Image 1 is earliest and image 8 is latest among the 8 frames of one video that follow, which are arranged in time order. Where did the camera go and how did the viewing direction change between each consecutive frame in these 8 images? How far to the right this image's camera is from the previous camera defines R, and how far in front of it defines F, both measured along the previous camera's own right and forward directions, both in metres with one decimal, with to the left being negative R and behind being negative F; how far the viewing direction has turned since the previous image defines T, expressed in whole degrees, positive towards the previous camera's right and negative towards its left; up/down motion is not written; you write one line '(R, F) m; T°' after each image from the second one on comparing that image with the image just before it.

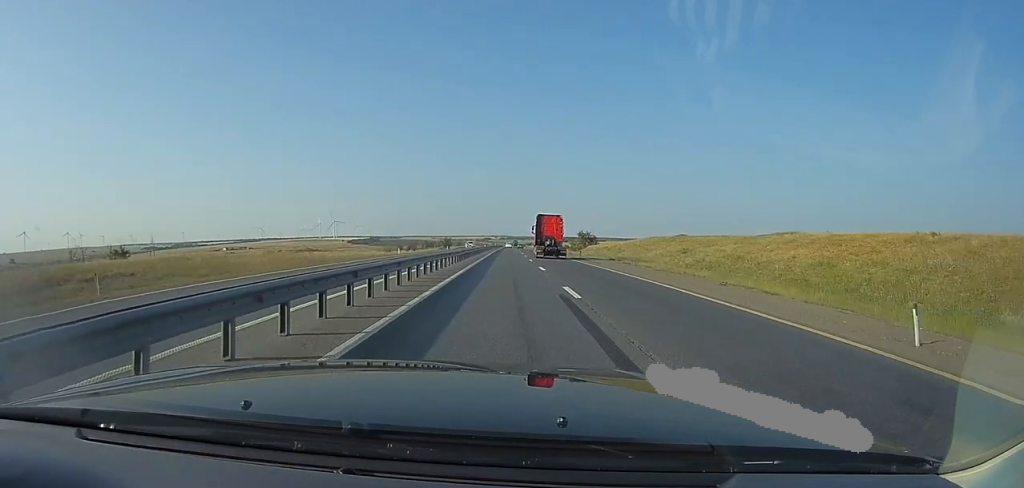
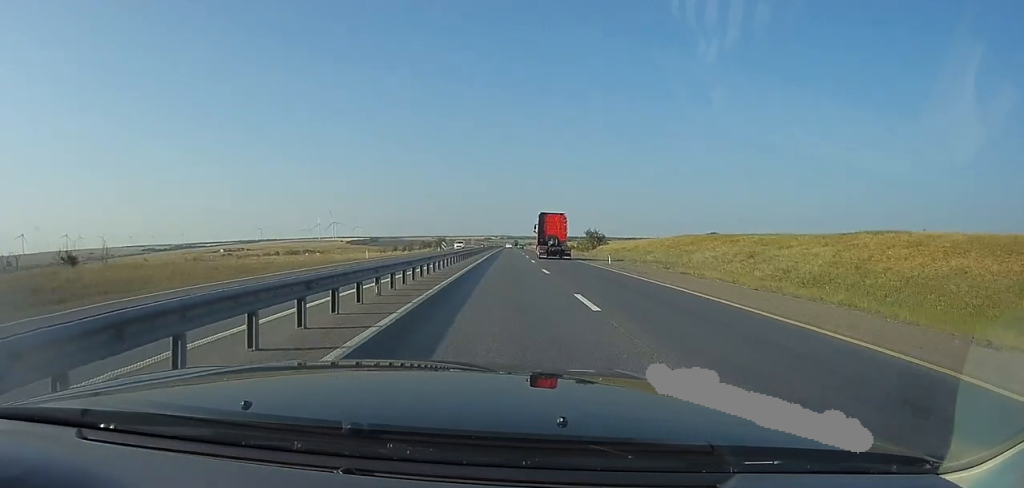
(+0.1, +15.0) m; +1°
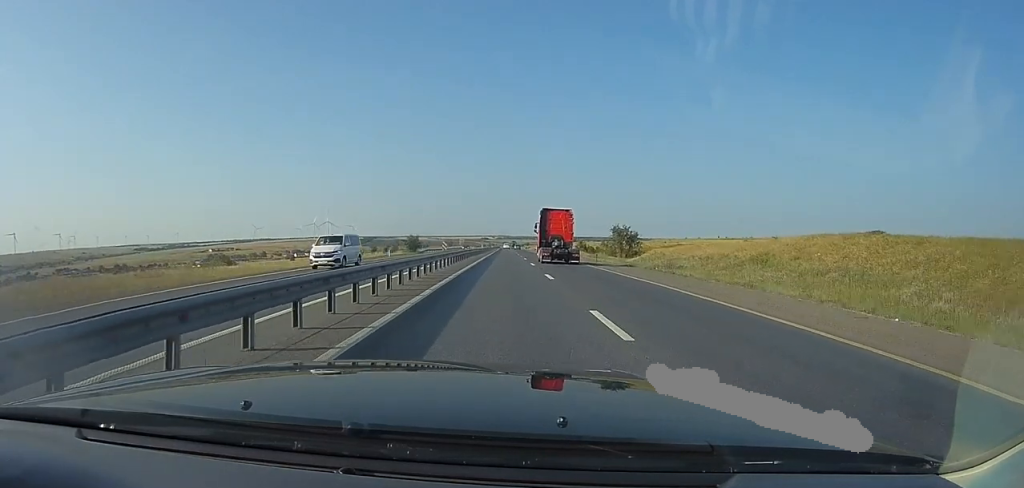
(+0.4, +38.7) m; 0°
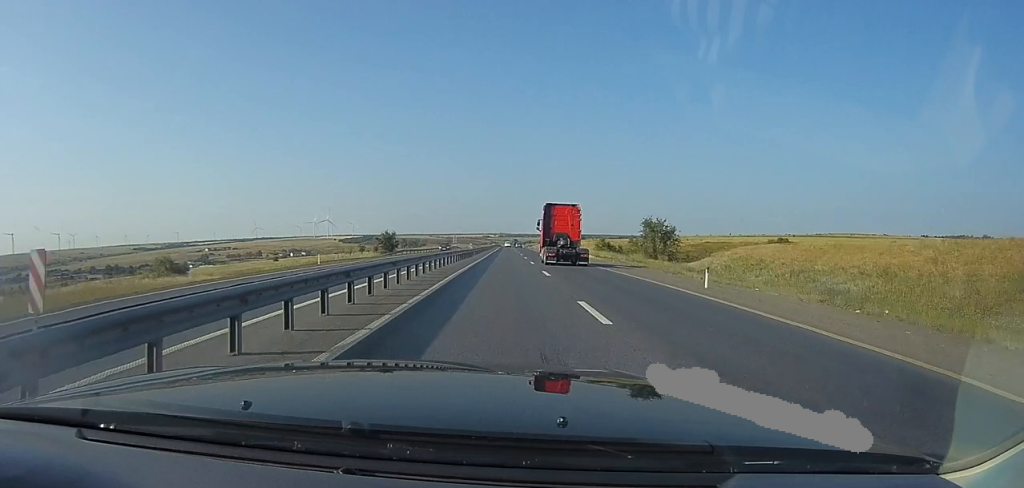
(-0.1, +22.6) m; -1°
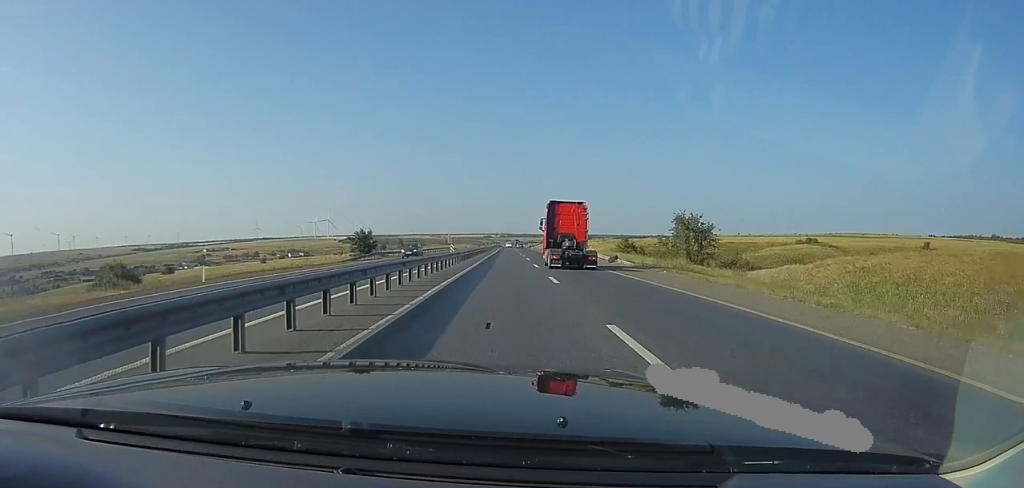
(-0.6, +15.7) m; 0°
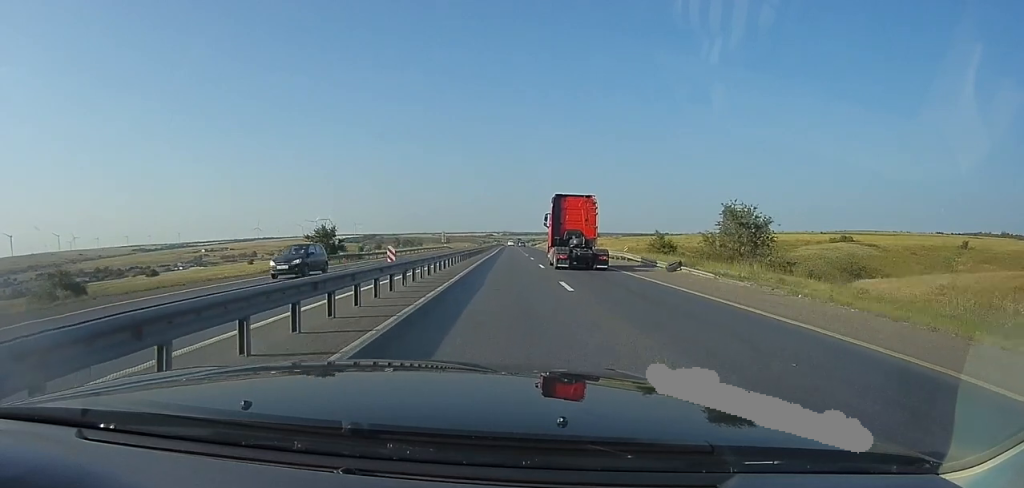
(+0.1, +14.5) m; 0°
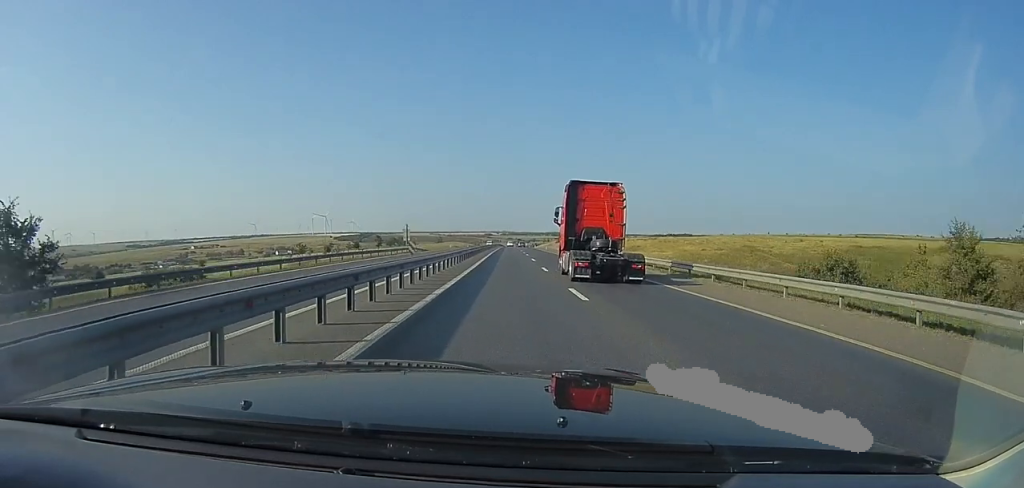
(+0.8, +38.8) m; +1°
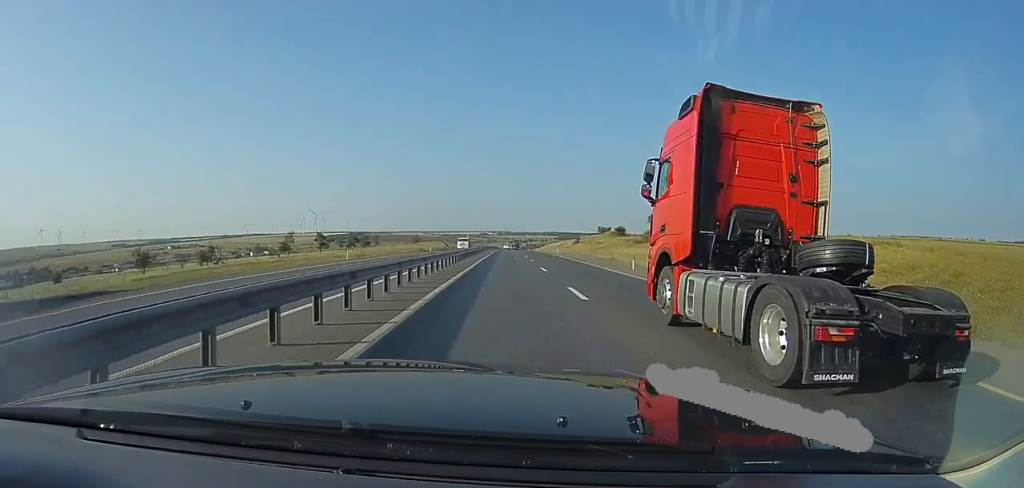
(0.0, +72.0) m; 0°
